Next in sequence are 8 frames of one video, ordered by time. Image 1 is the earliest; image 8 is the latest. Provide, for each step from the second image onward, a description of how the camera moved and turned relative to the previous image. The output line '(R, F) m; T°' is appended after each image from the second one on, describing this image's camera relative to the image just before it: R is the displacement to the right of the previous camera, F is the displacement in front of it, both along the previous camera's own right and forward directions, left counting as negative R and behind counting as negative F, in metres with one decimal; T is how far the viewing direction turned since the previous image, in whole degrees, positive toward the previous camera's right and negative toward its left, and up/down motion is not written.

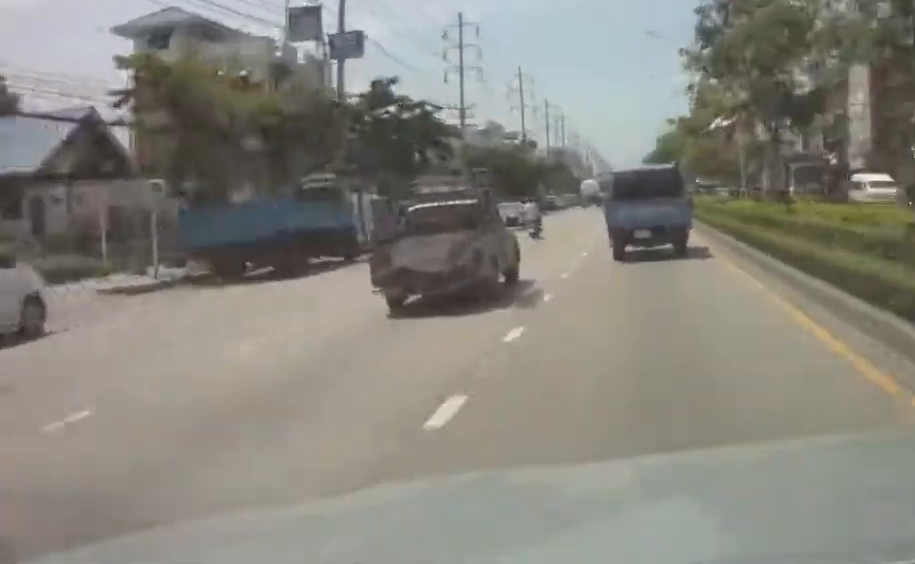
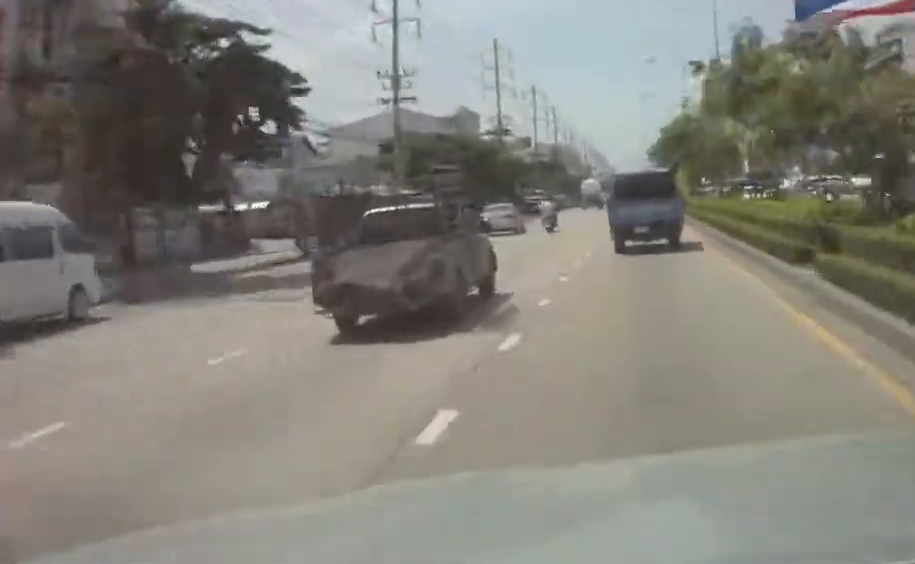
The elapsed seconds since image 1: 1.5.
(+0.1, +25.3) m; -1°
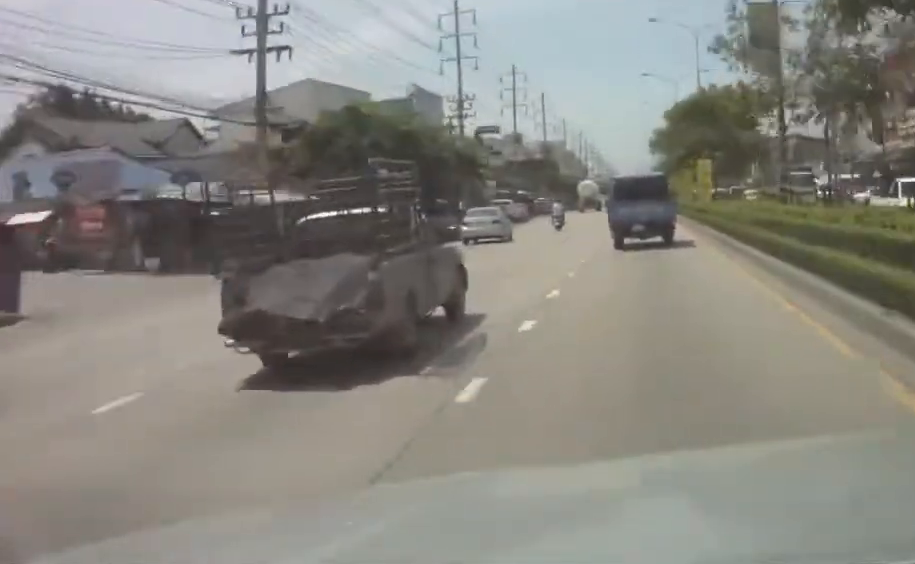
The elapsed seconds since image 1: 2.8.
(-0.7, +23.6) m; +2°
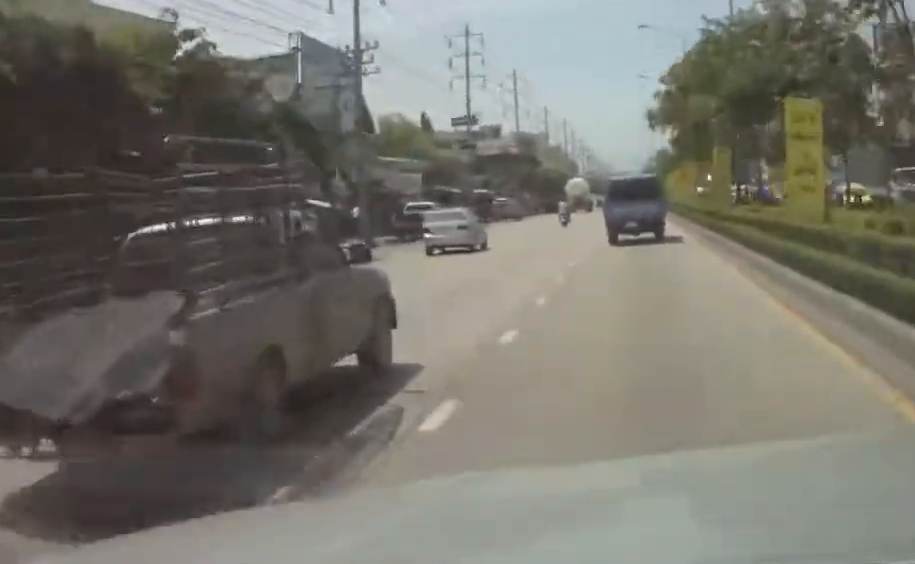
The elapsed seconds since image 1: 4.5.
(+0.2, +29.4) m; +2°
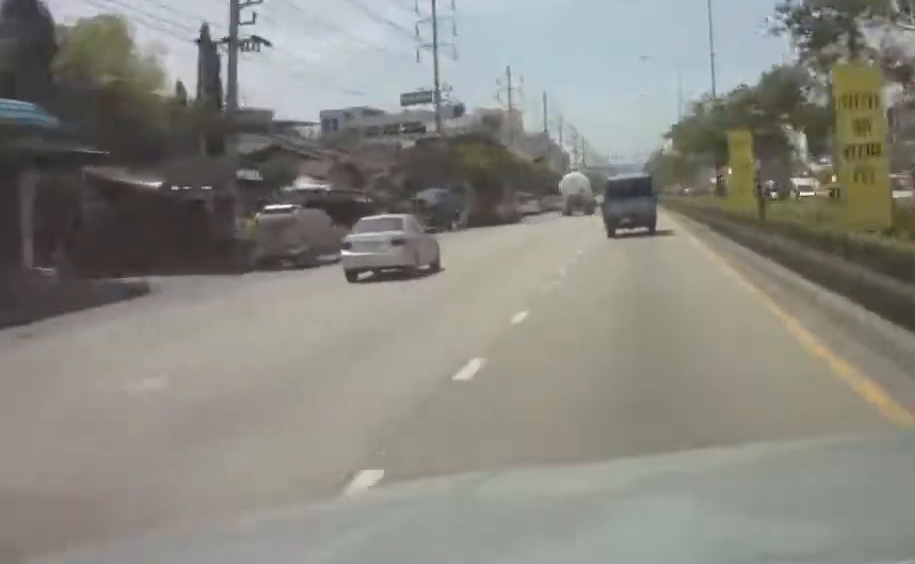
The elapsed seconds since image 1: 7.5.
(+1.8, +53.9) m; 0°
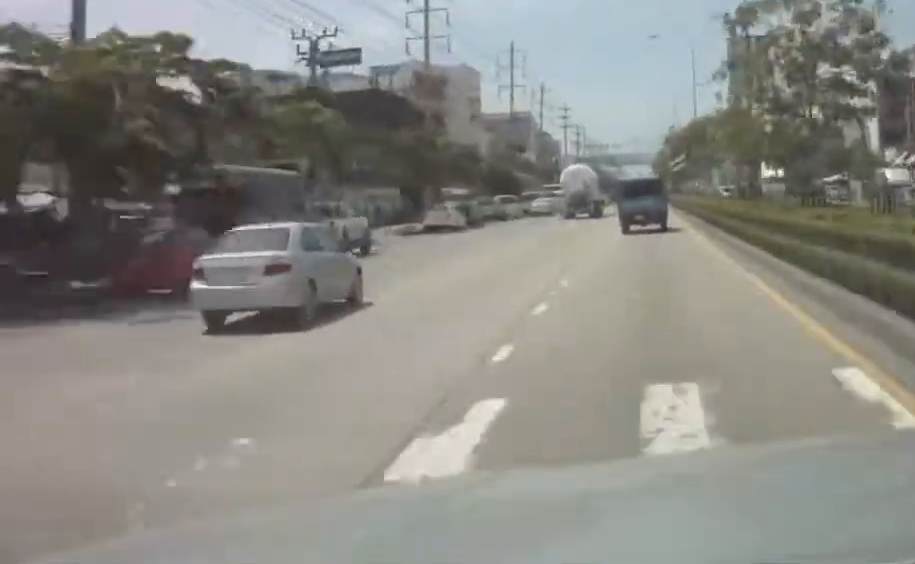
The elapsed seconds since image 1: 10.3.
(-1.0, +50.3) m; -1°
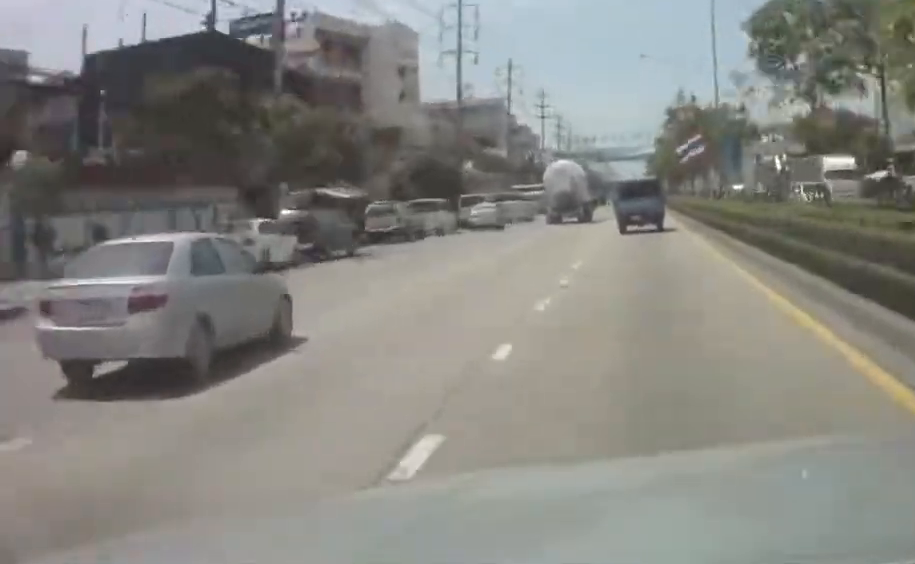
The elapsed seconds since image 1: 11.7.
(+0.1, +27.4) m; 0°
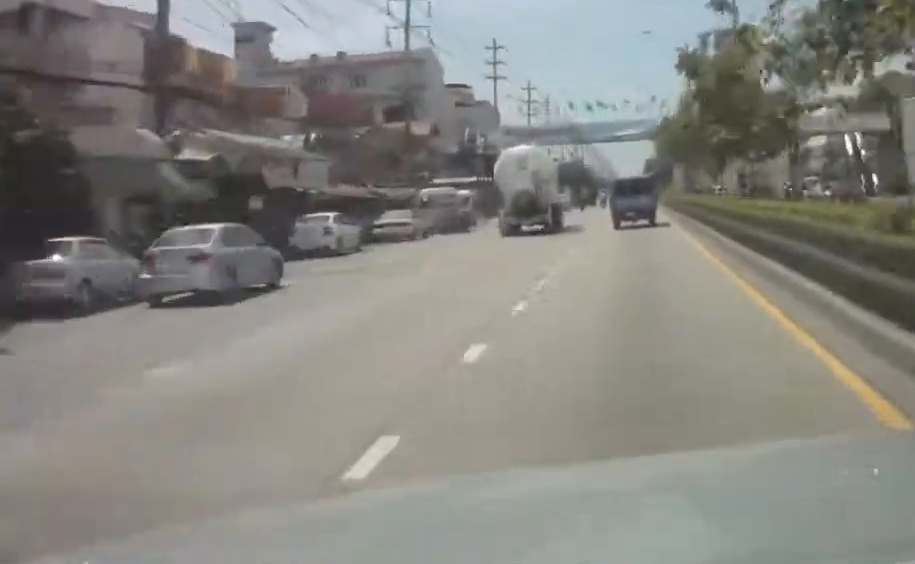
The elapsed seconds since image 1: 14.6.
(-0.2, +51.8) m; 0°
